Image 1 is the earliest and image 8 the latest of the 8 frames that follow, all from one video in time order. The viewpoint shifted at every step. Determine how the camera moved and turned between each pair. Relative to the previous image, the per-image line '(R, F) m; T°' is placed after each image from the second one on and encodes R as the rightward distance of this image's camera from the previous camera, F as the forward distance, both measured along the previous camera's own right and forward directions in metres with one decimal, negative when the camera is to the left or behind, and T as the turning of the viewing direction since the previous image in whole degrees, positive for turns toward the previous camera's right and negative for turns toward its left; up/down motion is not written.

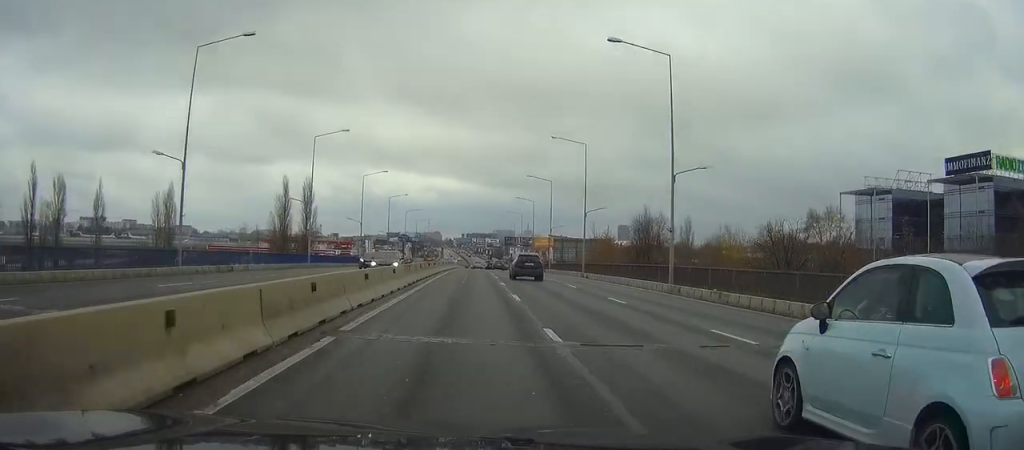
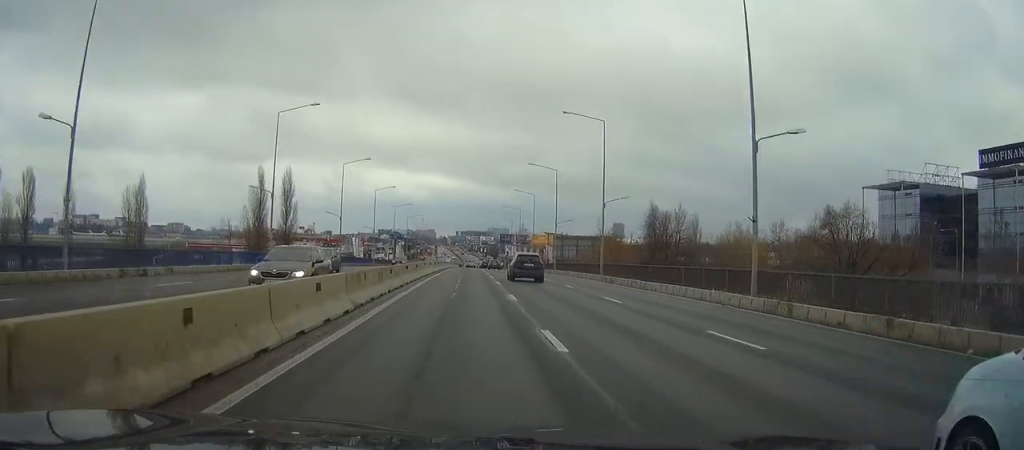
(+0.1, +11.7) m; +1°
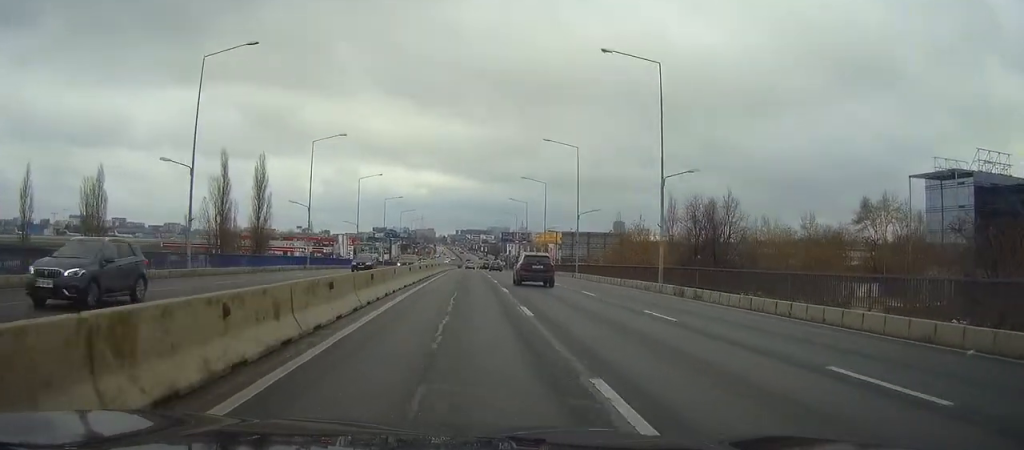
(+0.1, +17.1) m; 0°
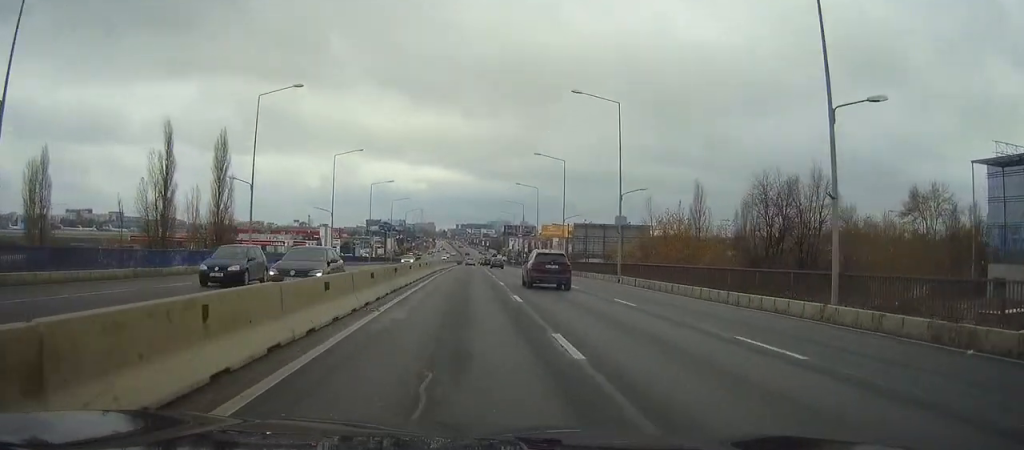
(+0.1, +19.0) m; 0°
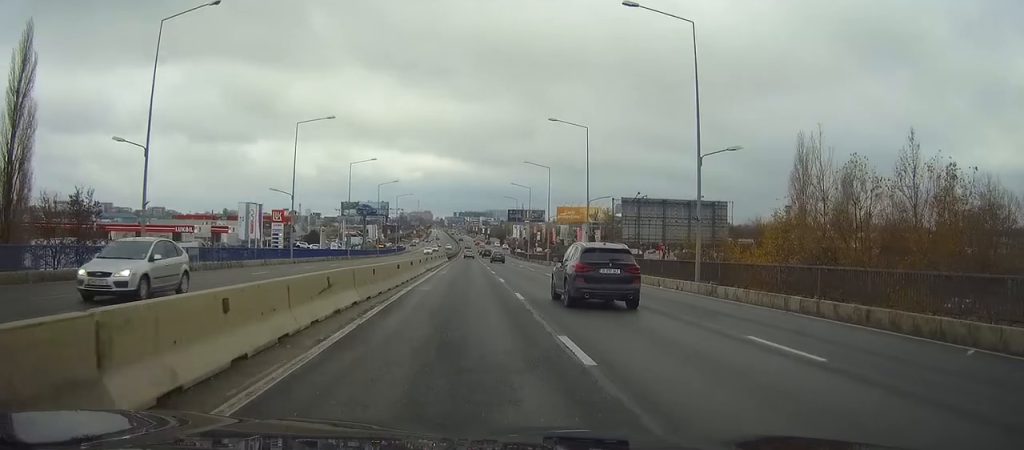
(+0.1, +47.7) m; 0°
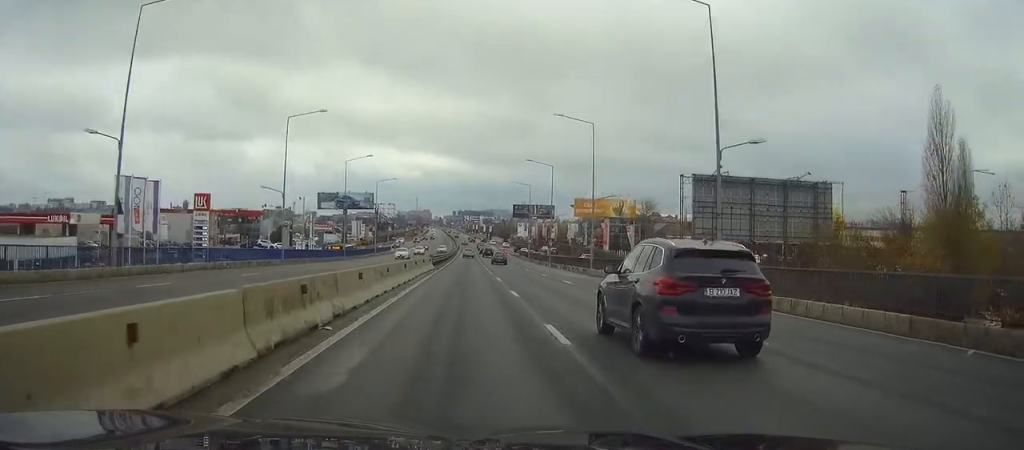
(+0.1, +32.9) m; 0°
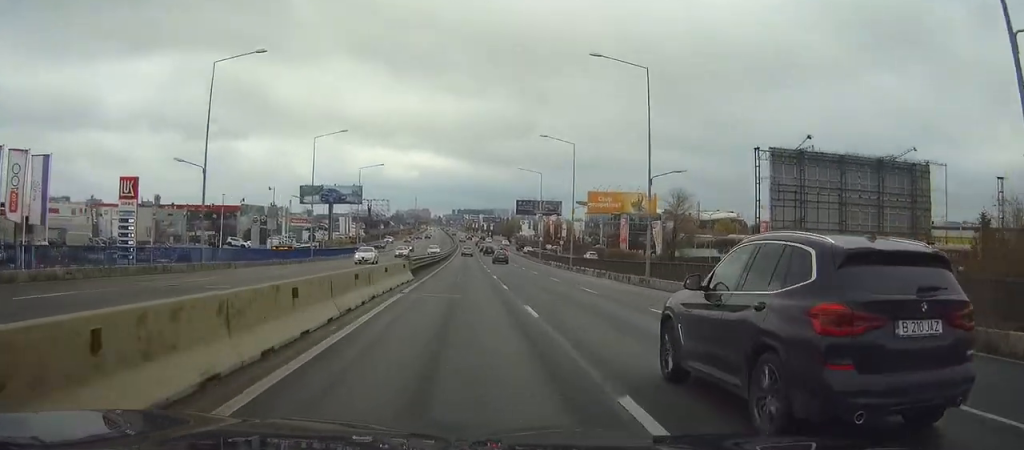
(+0.1, +18.6) m; 0°
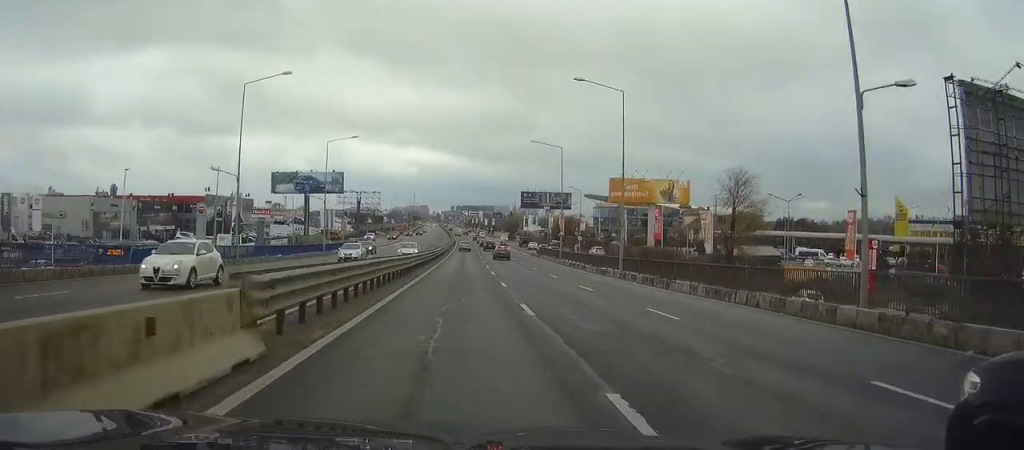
(-0.1, +23.1) m; 0°
